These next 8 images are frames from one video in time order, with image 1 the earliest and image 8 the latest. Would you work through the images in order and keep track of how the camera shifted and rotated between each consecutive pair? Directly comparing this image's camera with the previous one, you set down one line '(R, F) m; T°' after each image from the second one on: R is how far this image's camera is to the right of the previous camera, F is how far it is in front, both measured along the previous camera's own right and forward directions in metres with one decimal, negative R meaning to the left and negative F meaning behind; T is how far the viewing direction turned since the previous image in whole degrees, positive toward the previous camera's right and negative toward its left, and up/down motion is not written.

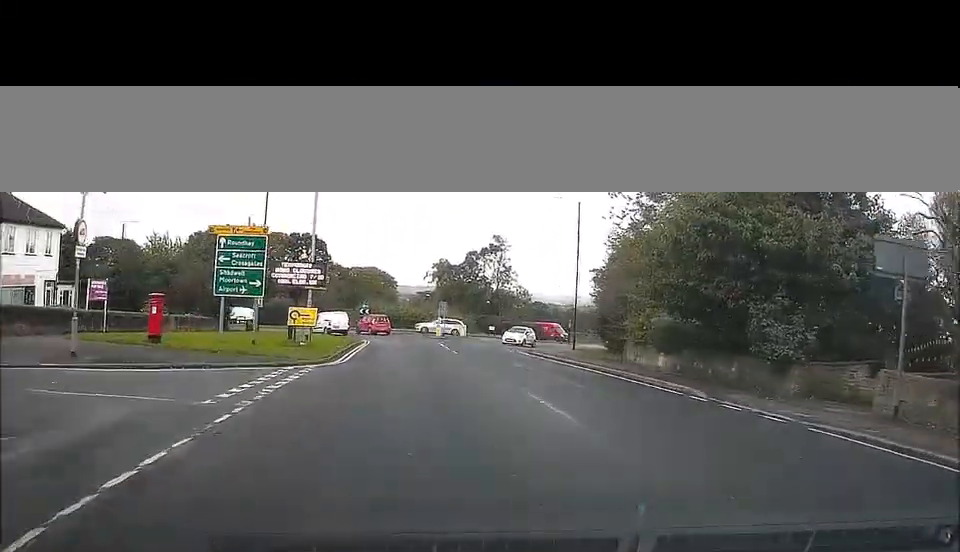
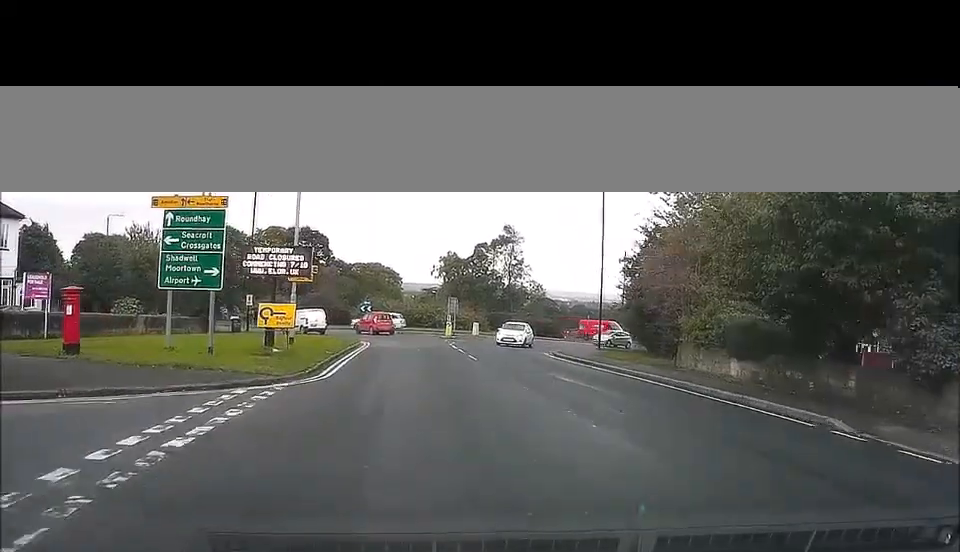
(-0.1, +7.1) m; 0°
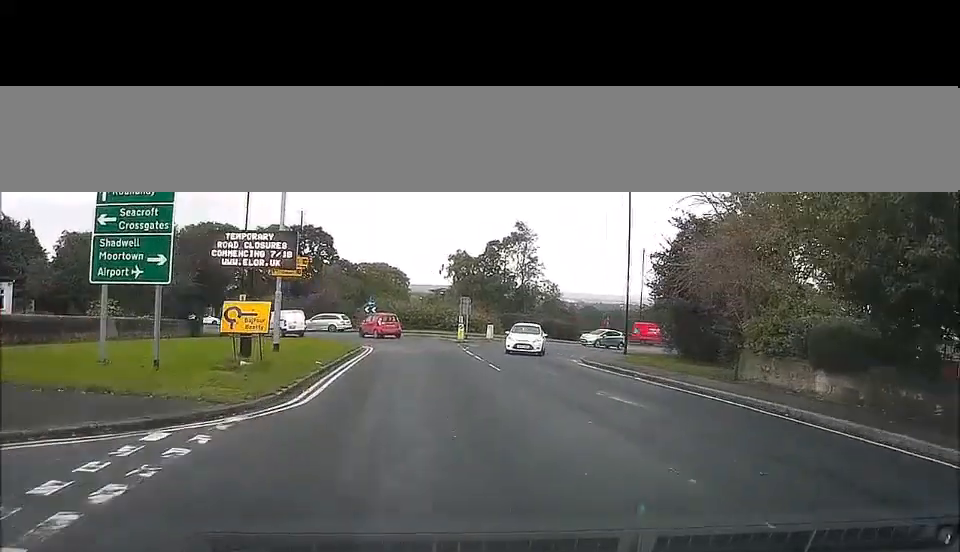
(0.0, +5.4) m; 0°
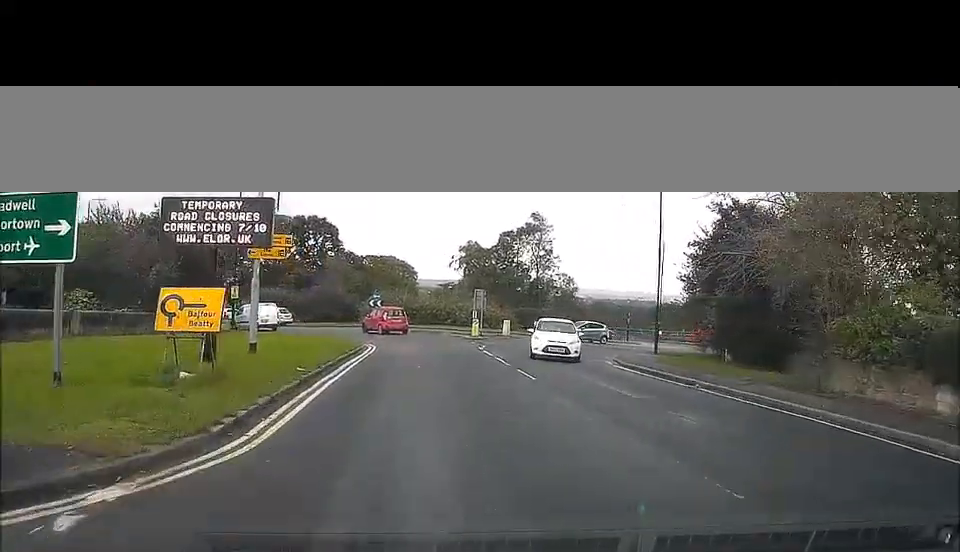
(+0.1, +5.3) m; 0°
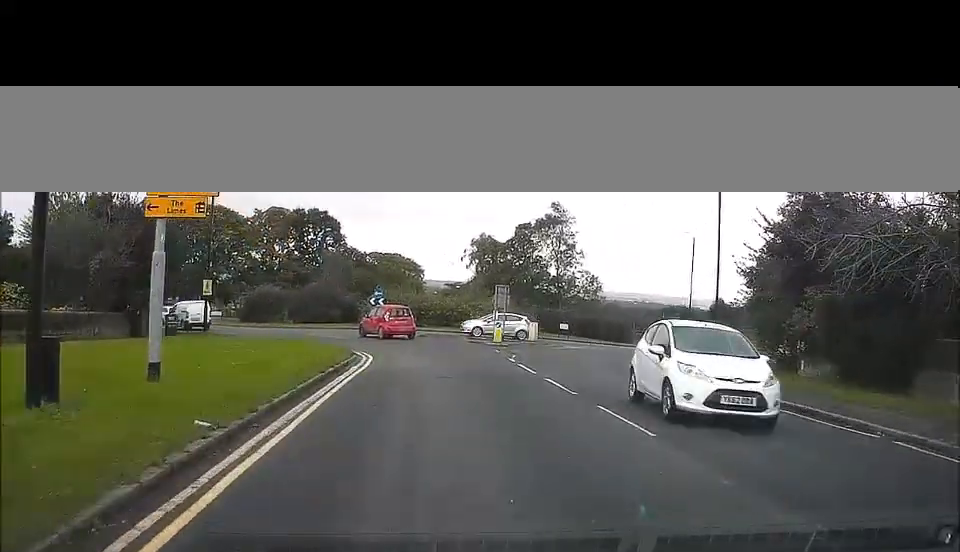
(-0.1, +8.7) m; 0°
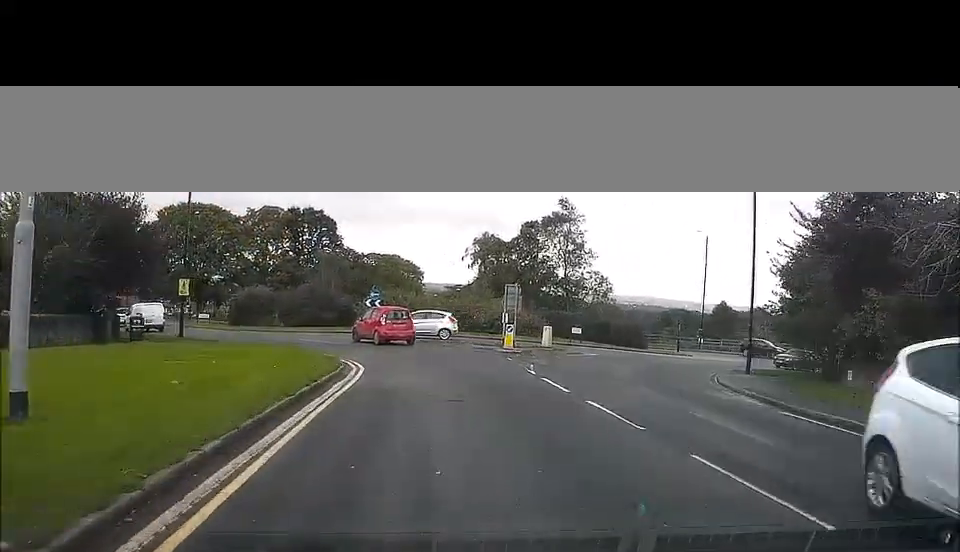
(0.0, +4.5) m; 0°
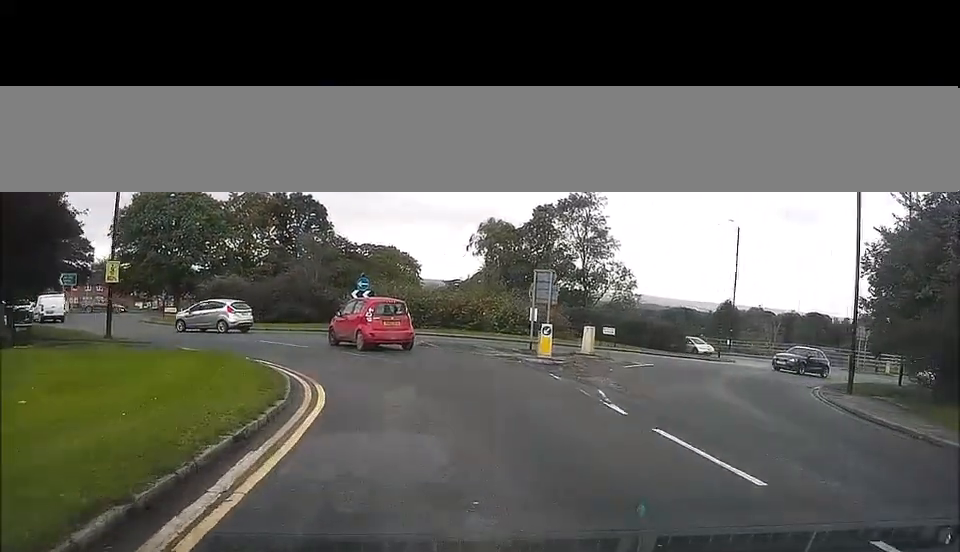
(0.0, +9.2) m; -2°
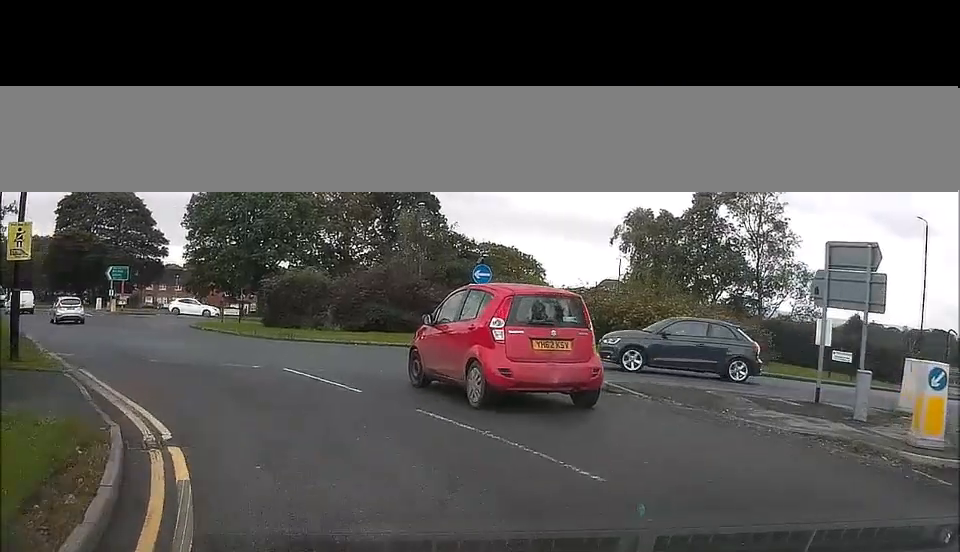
(-1.0, +14.1) m; -9°
